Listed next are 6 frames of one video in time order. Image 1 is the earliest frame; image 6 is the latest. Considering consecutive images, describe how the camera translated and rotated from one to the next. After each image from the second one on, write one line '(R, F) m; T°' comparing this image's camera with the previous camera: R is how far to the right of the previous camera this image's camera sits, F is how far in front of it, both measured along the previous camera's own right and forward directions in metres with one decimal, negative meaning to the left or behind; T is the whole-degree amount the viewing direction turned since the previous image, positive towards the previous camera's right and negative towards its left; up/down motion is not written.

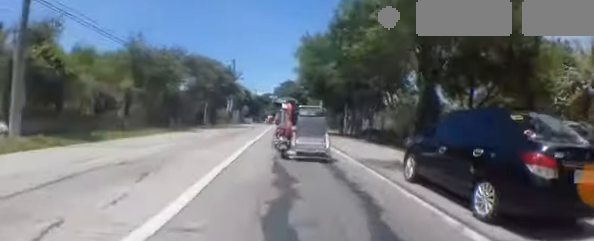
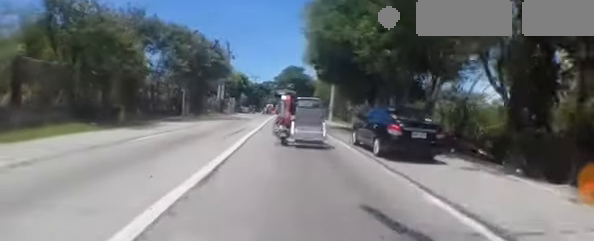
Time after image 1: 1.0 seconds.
(0.0, +9.1) m; -1°
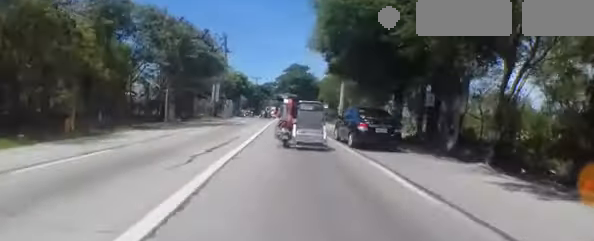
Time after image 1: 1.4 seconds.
(-0.1, +4.5) m; -1°
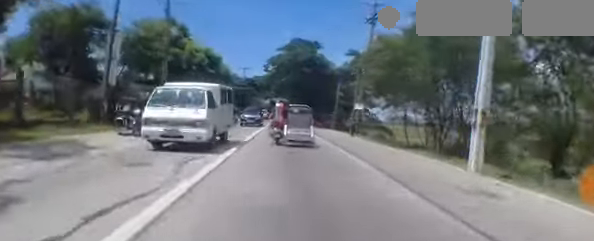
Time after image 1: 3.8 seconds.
(-0.4, +22.9) m; -1°
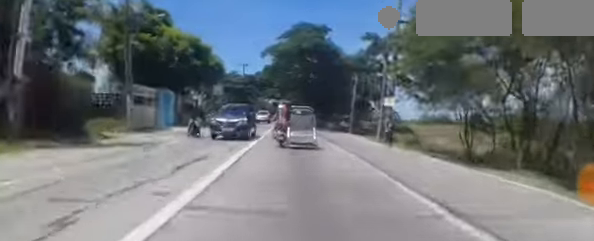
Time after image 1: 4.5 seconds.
(0.0, +5.9) m; 0°
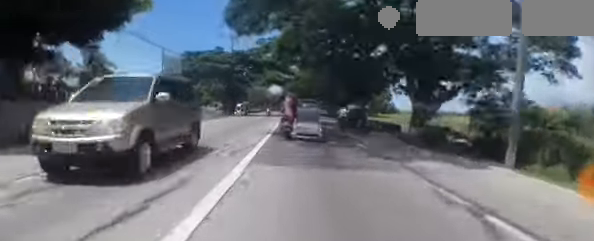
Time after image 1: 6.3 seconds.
(0.0, +18.5) m; 0°
